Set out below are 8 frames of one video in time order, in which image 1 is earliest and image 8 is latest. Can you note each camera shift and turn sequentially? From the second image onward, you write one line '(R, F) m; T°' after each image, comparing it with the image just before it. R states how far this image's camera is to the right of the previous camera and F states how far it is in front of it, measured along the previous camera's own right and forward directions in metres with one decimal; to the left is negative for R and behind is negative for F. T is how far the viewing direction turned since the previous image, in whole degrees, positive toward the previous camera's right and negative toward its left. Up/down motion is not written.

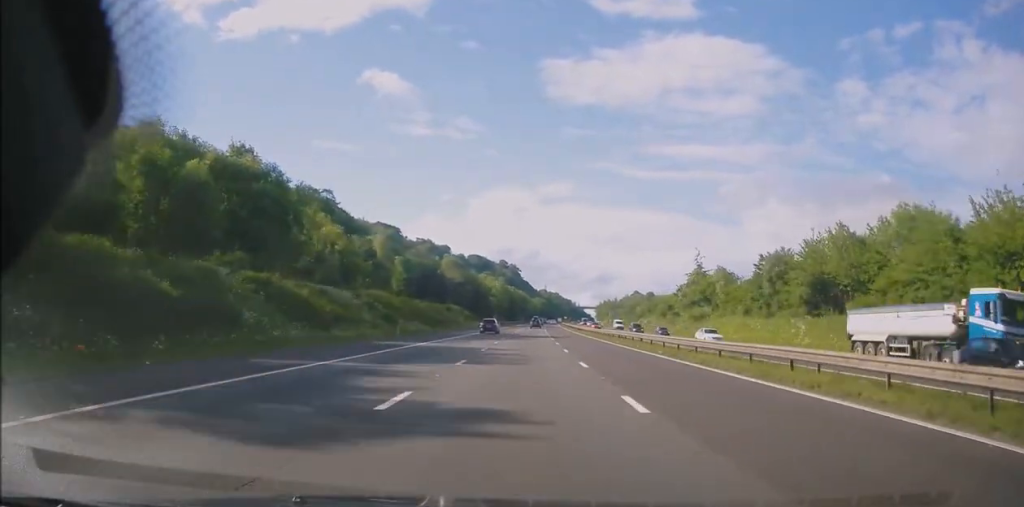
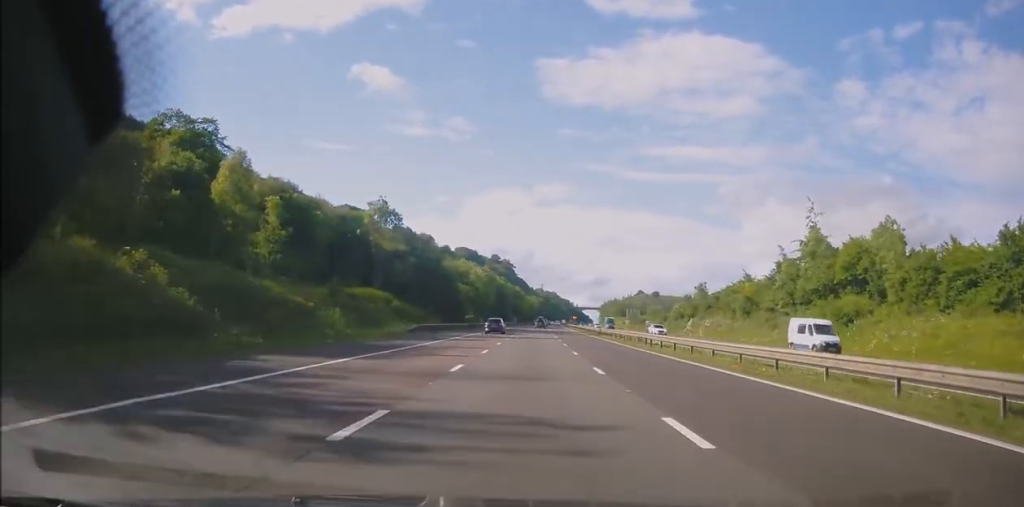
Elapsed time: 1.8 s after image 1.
(+0.3, +55.8) m; 0°
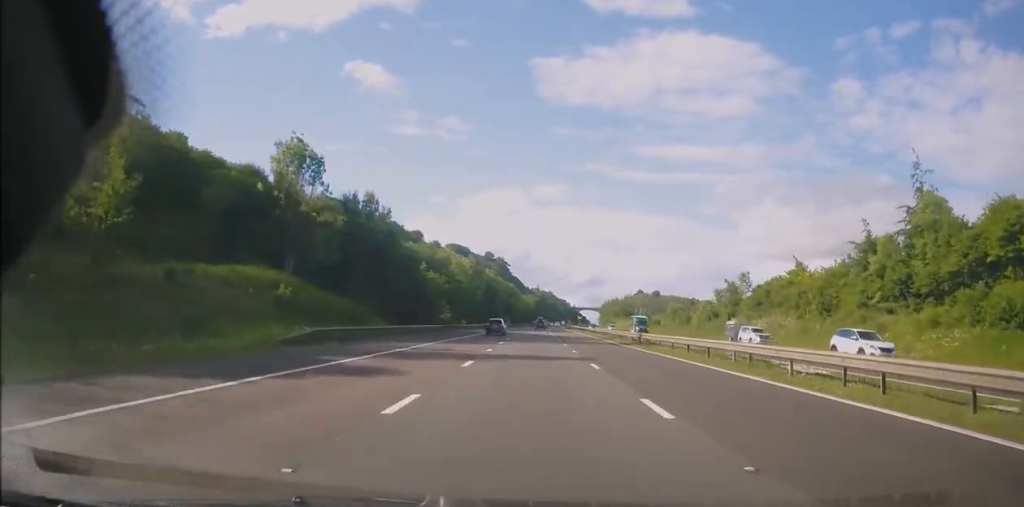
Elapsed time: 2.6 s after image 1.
(-0.3, +24.8) m; +1°
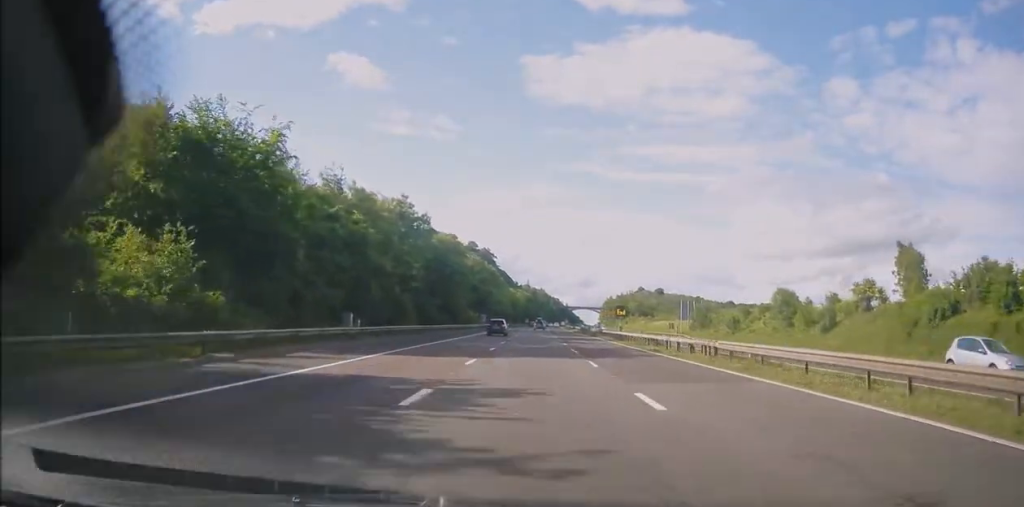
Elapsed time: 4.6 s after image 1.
(+0.6, +61.8) m; +1°
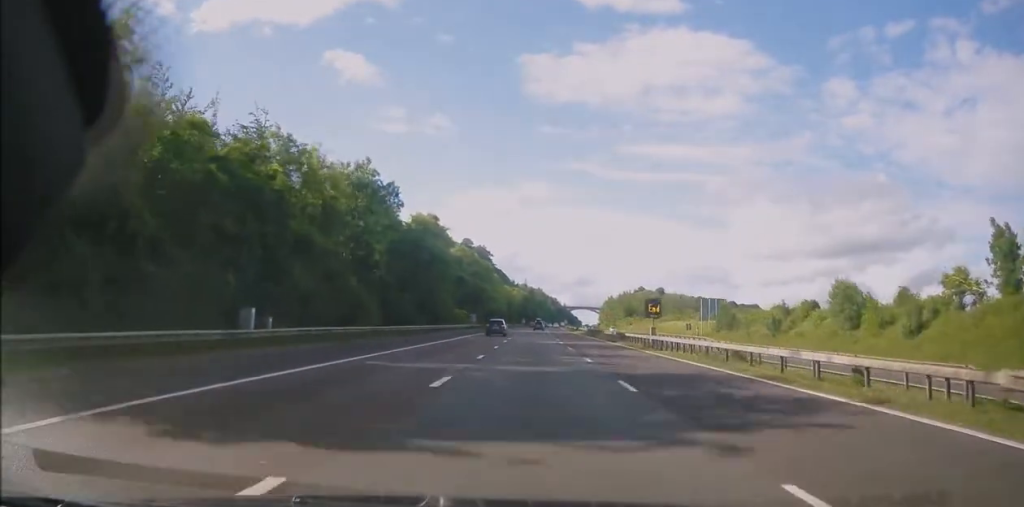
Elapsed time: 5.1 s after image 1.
(+0.2, +15.3) m; +1°
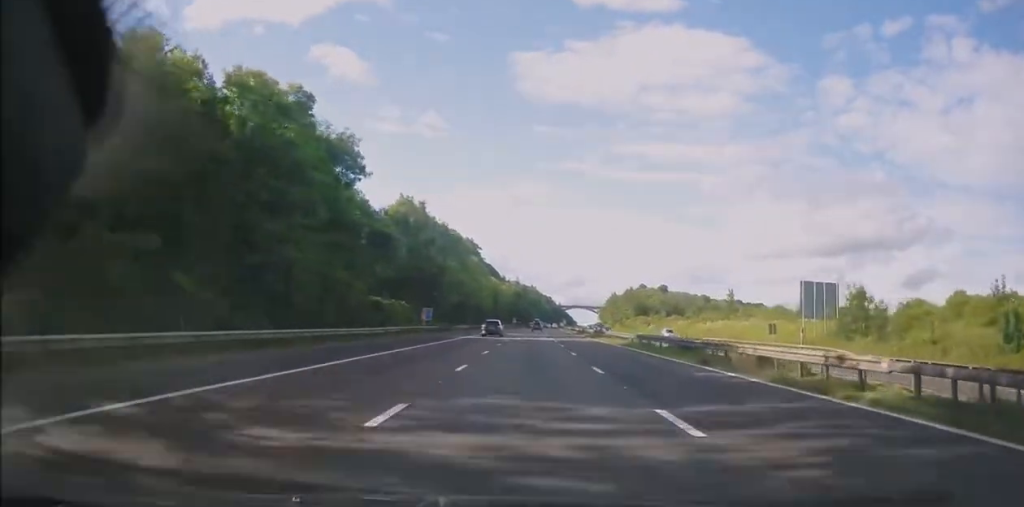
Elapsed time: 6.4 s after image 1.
(+0.6, +40.8) m; +1°
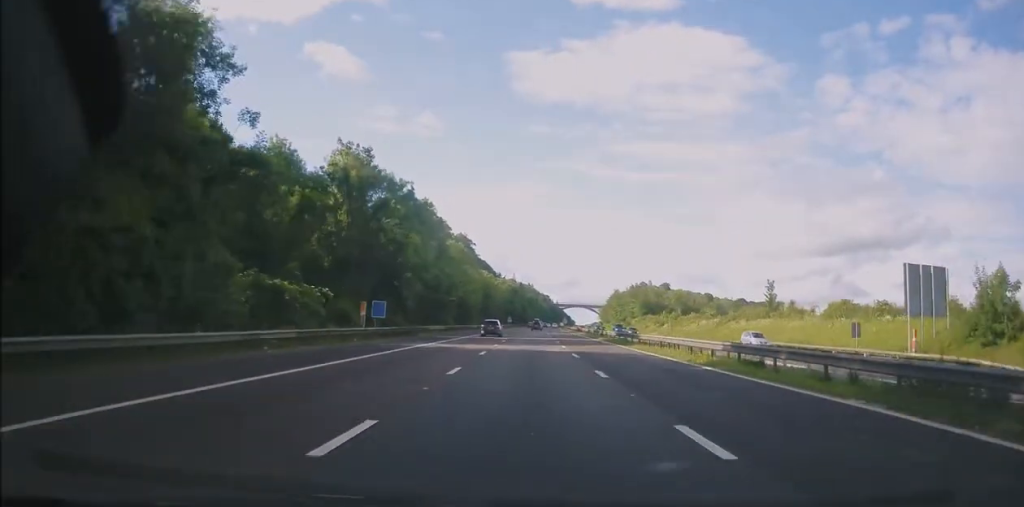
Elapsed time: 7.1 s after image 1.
(0.0, +19.4) m; 0°
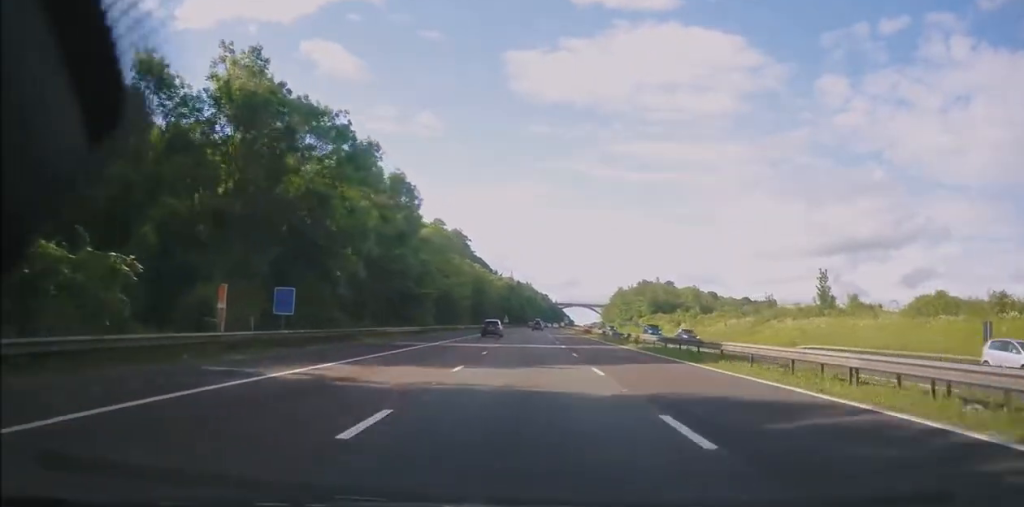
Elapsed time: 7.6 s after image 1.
(0.0, +17.4) m; 0°
